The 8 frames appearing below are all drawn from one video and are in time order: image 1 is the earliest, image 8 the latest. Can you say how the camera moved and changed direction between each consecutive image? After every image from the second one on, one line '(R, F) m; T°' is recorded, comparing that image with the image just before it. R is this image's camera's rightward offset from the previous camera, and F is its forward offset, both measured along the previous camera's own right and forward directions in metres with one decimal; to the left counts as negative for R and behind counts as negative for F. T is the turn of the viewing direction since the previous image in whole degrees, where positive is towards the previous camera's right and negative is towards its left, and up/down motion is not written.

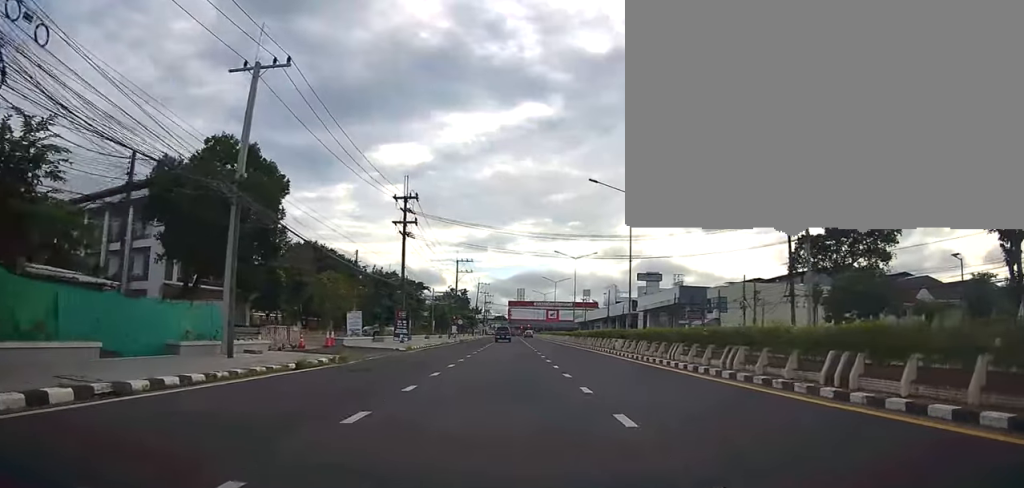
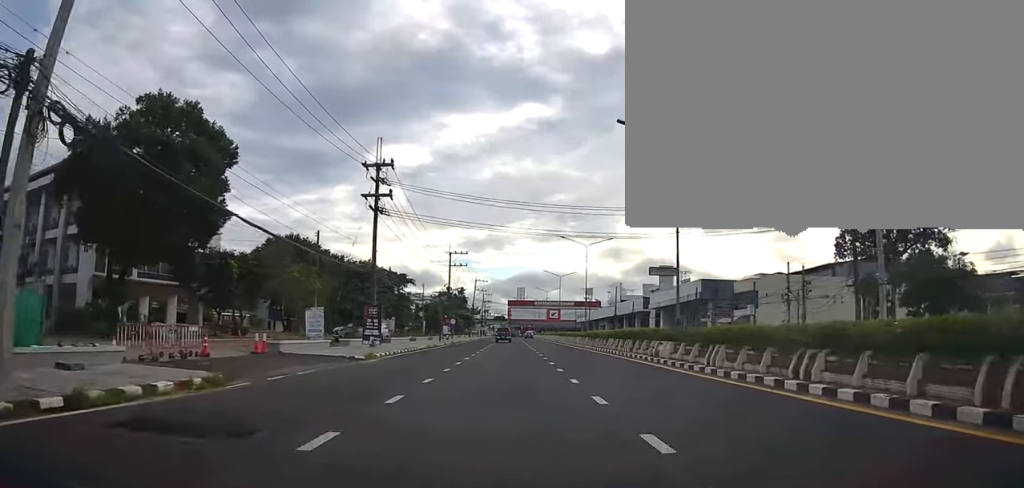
(0.0, +9.6) m; 0°
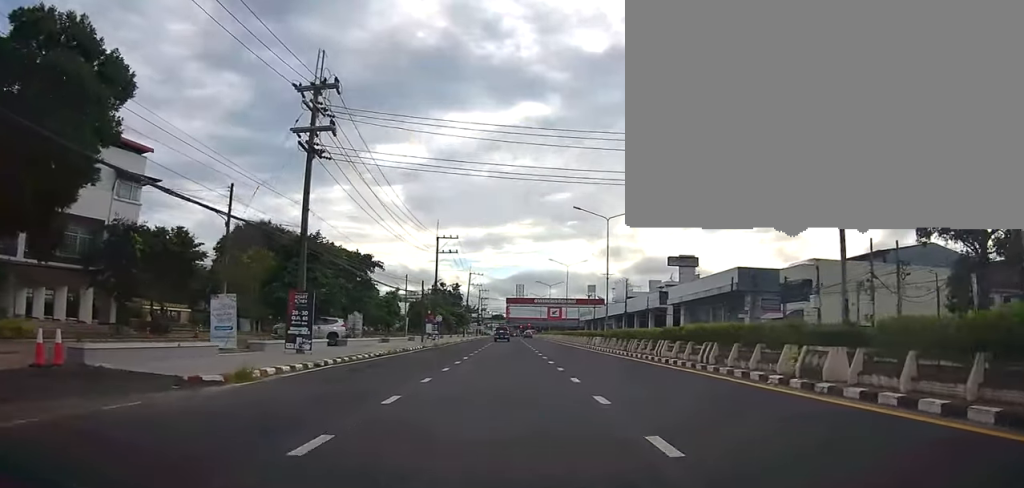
(-0.1, +12.3) m; 0°
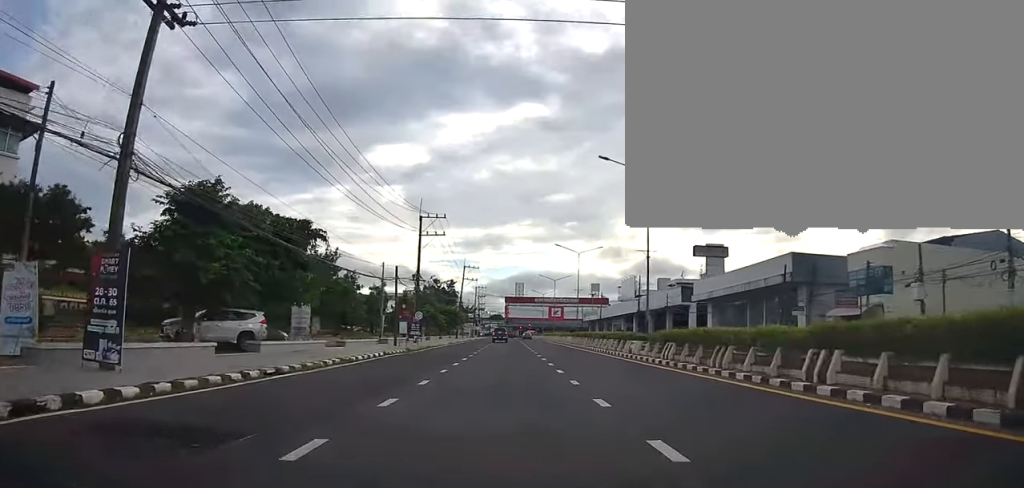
(0.0, +12.2) m; +1°
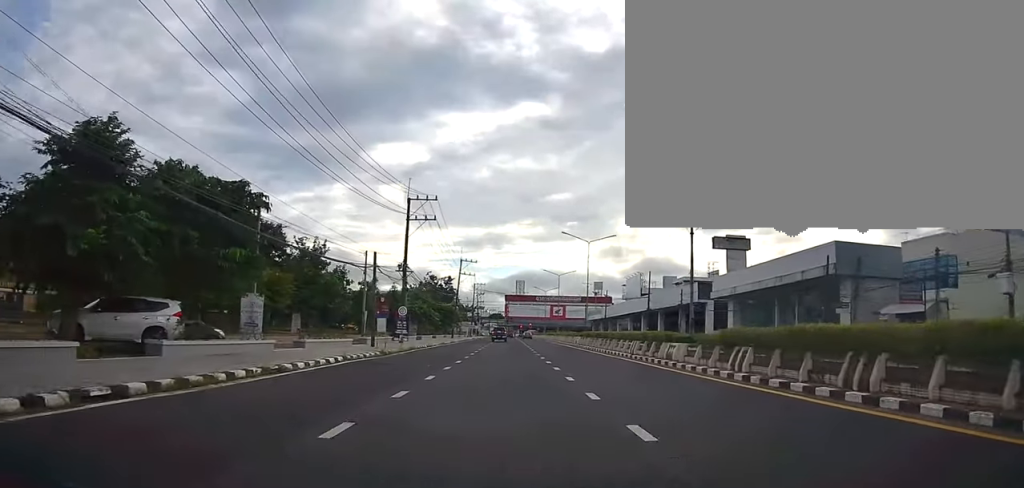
(0.0, +6.9) m; +1°
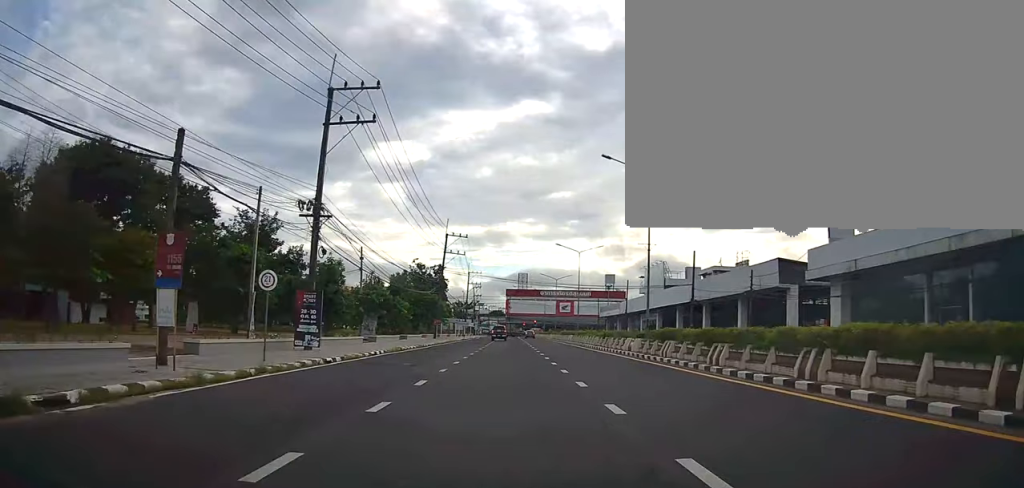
(-0.1, +22.0) m; -2°
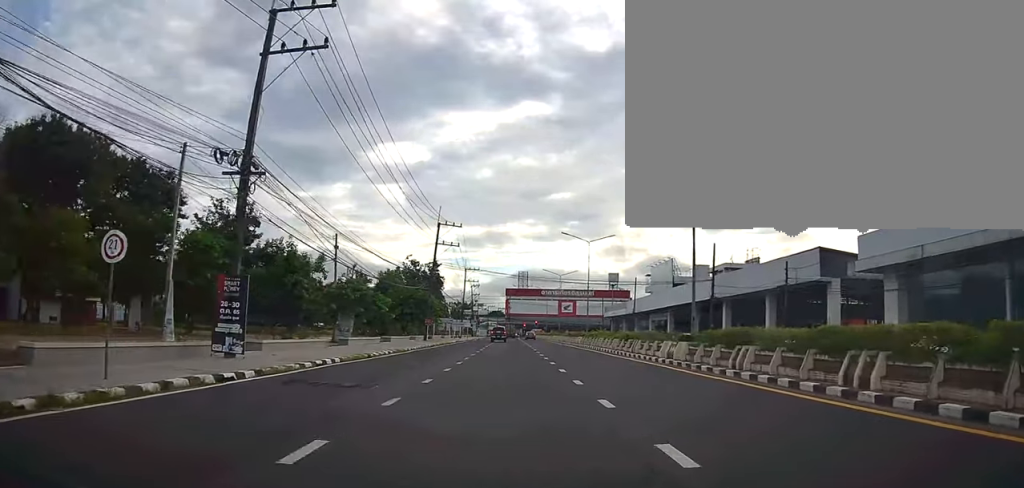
(0.0, +7.2) m; 0°
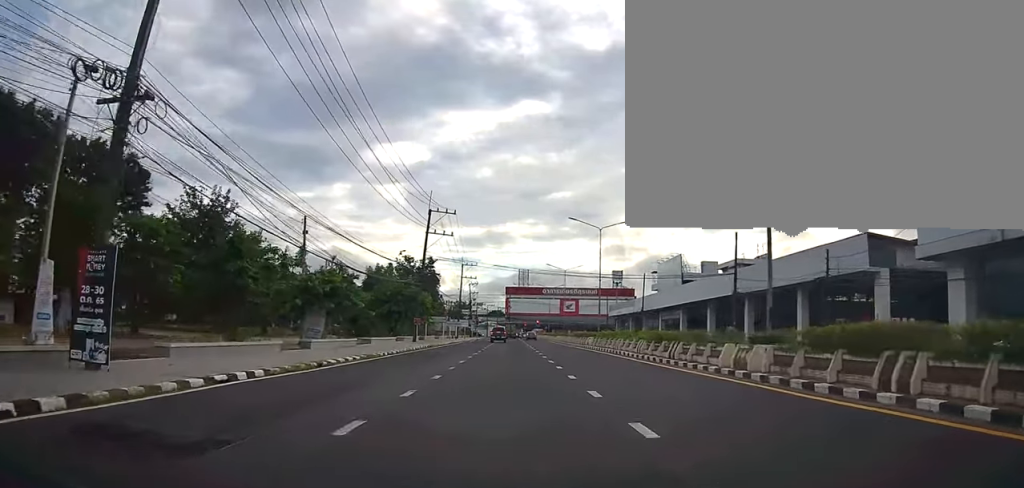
(0.0, +6.5) m; 0°
